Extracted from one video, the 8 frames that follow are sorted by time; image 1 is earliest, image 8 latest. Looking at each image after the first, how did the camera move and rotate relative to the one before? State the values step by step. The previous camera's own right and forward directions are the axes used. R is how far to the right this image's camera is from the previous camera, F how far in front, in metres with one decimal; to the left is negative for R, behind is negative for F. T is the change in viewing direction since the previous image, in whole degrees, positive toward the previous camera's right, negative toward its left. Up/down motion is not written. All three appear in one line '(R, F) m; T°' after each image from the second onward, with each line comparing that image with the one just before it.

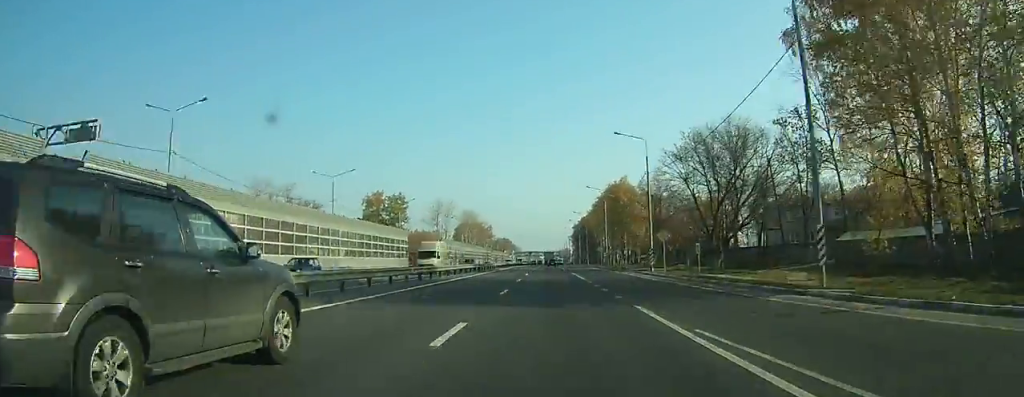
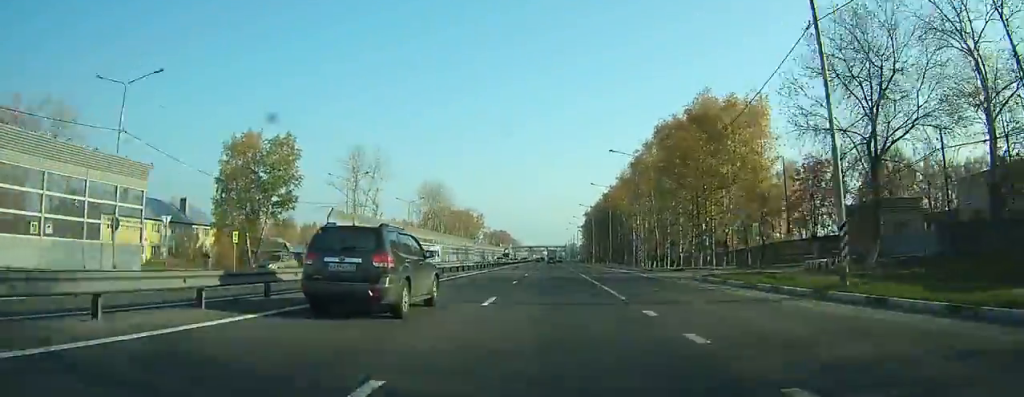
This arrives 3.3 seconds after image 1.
(-0.3, +59.8) m; -1°
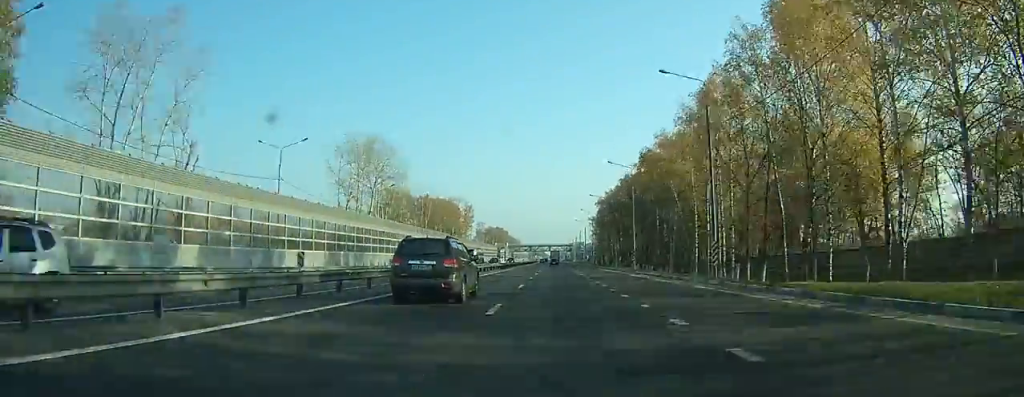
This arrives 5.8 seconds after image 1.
(-0.3, +48.3) m; 0°
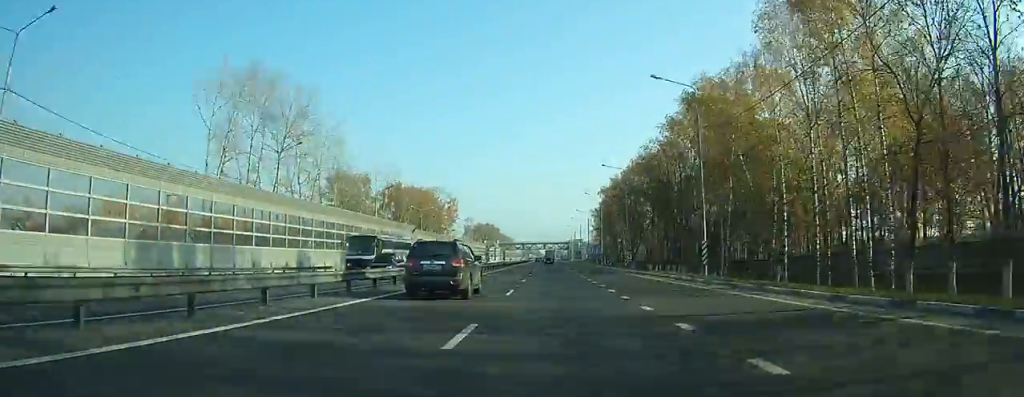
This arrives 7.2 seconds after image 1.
(0.0, +28.9) m; 0°
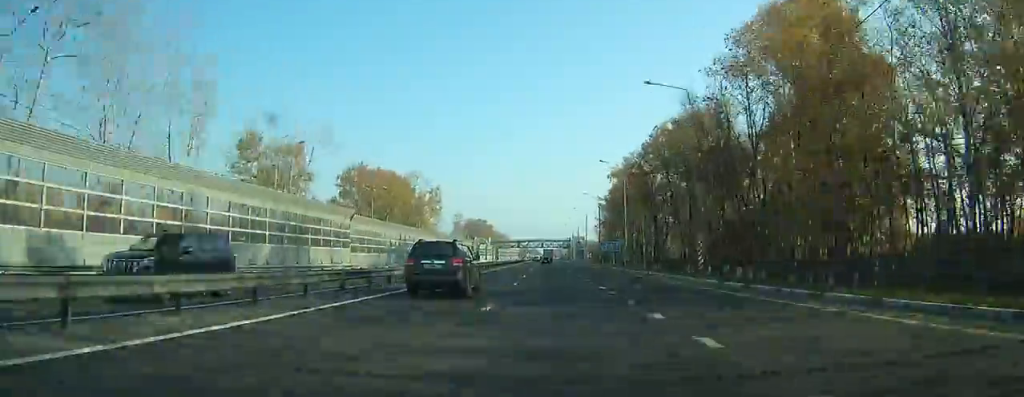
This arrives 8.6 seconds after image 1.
(+0.1, +29.7) m; 0°
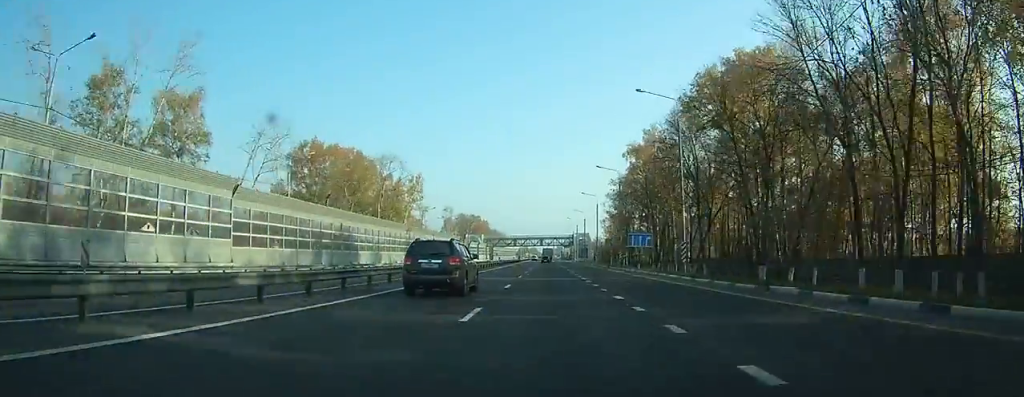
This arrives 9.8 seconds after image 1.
(+0.1, +26.2) m; 0°
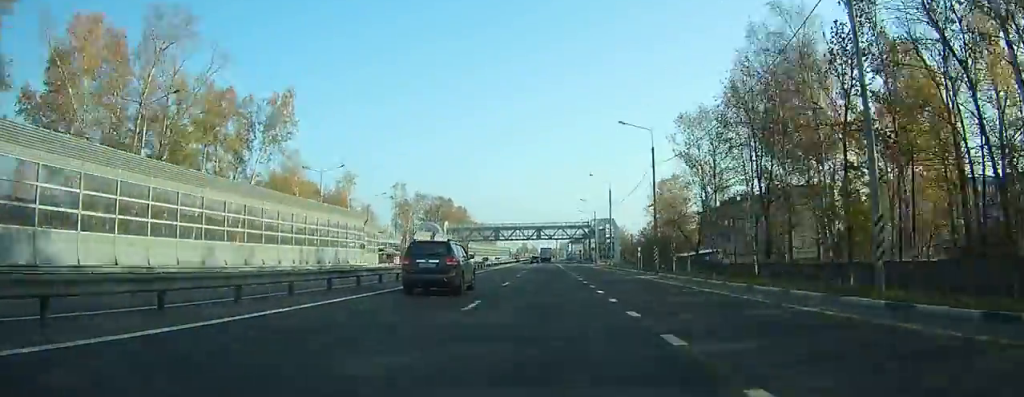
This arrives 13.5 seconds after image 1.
(+0.1, +82.0) m; 0°
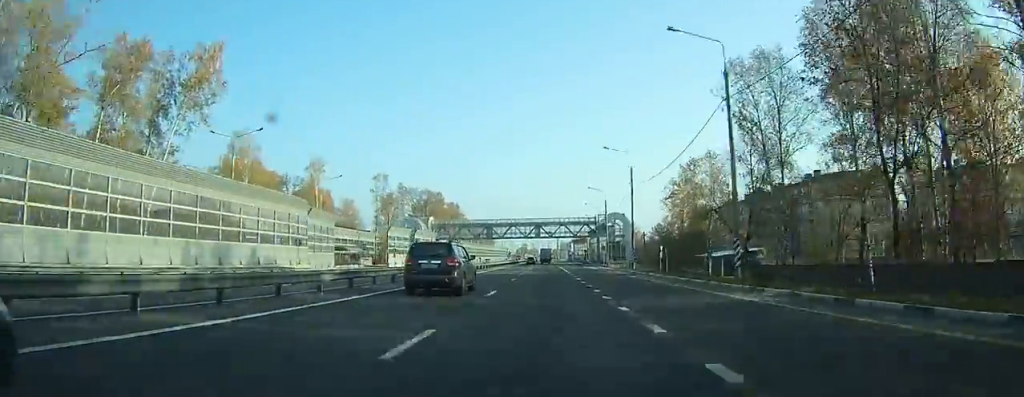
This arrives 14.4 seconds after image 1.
(-0.1, +18.9) m; 0°
